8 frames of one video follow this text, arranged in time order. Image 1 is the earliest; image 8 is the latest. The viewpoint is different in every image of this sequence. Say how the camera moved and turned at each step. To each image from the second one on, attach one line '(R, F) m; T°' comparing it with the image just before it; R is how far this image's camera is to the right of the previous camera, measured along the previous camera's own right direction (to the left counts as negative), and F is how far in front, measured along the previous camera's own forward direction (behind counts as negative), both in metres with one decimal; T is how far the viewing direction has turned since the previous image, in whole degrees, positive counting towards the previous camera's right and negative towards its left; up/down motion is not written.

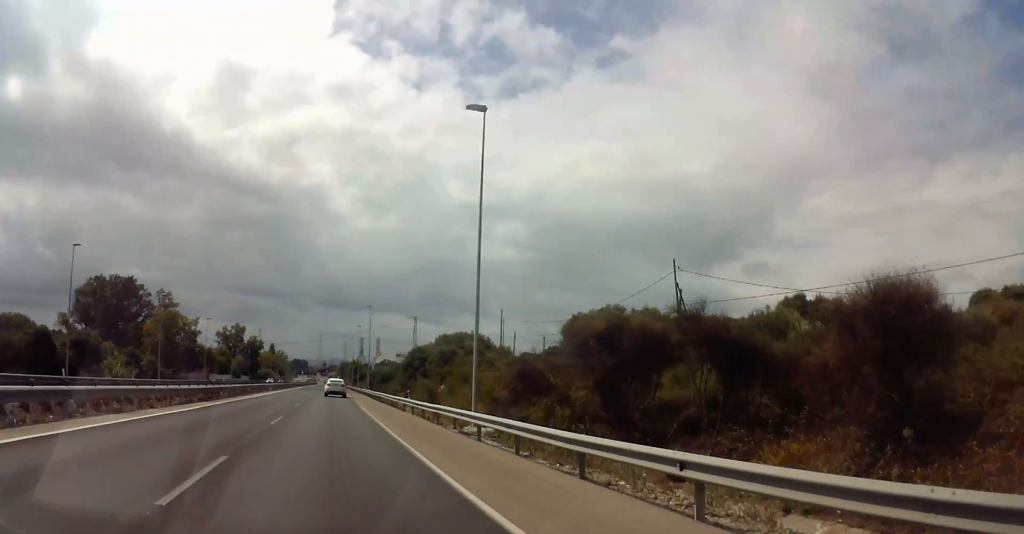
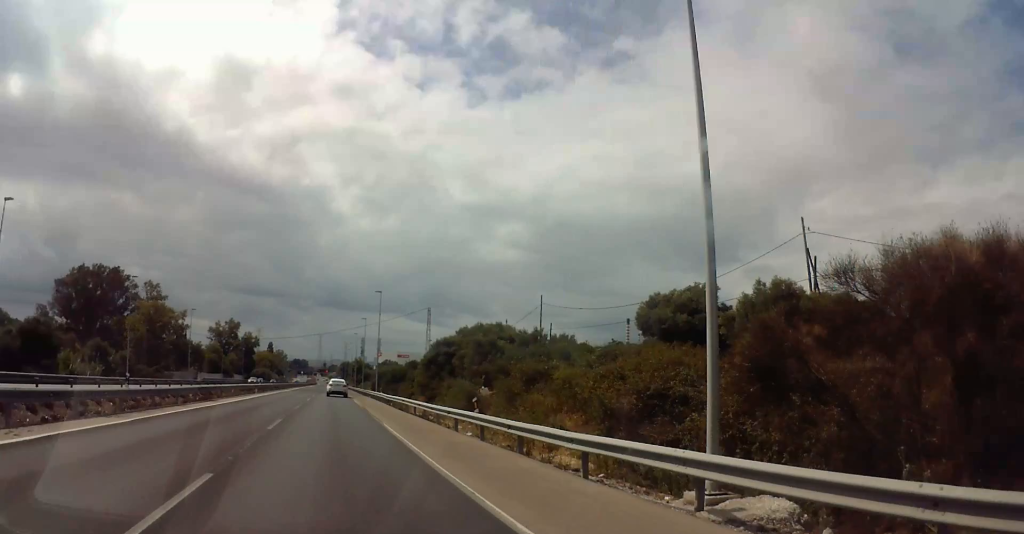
(+0.1, +15.9) m; 0°
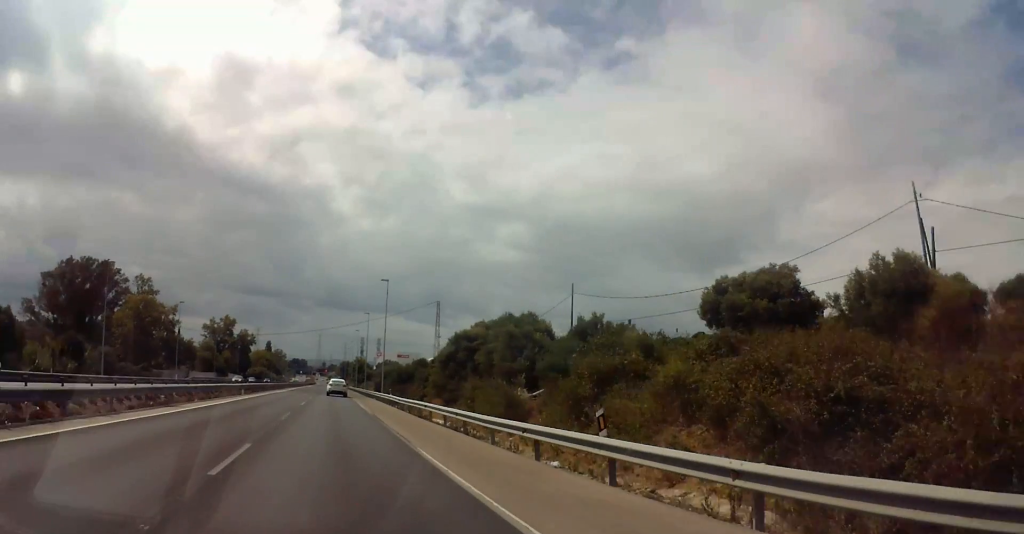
(0.0, +10.3) m; 0°
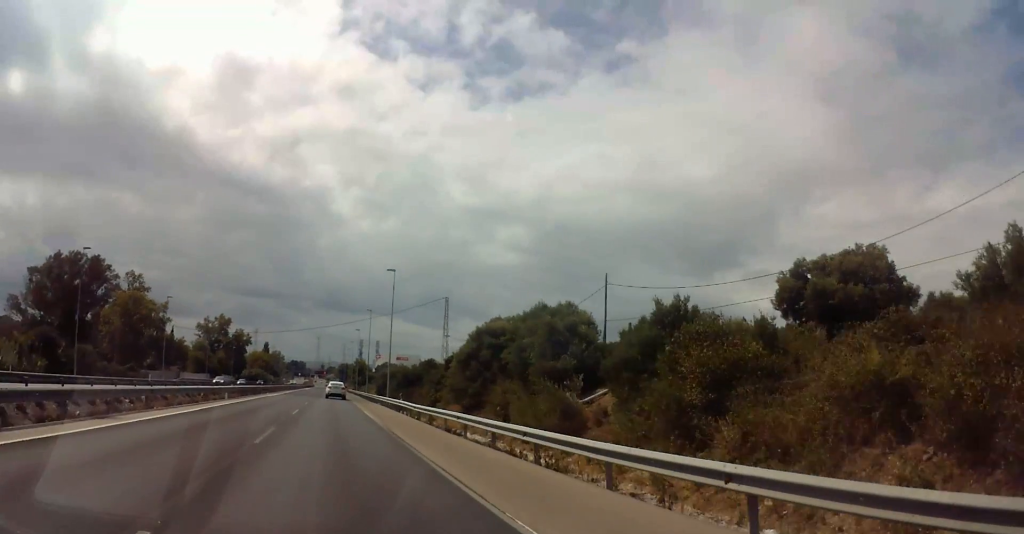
(0.0, +7.9) m; 0°
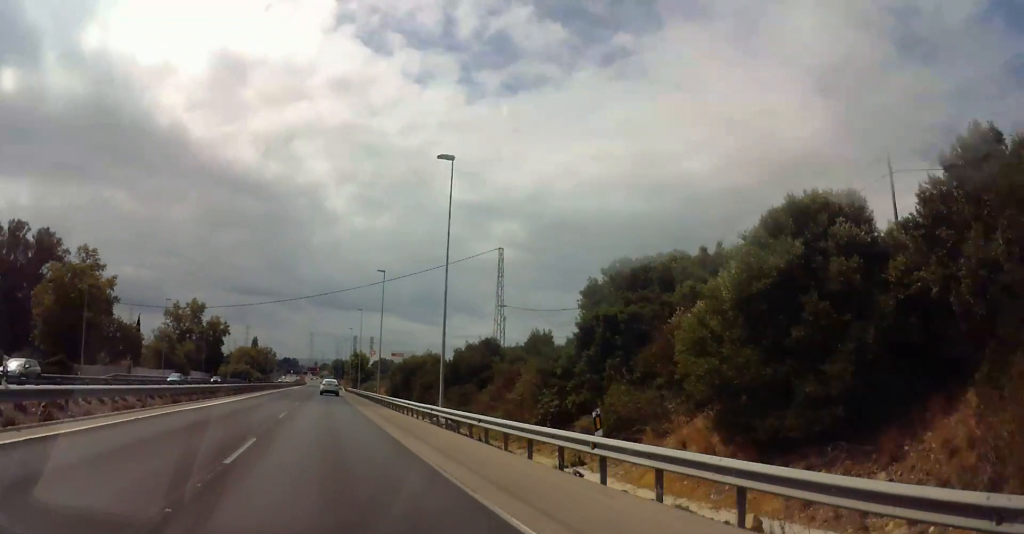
(-0.1, +31.8) m; 0°
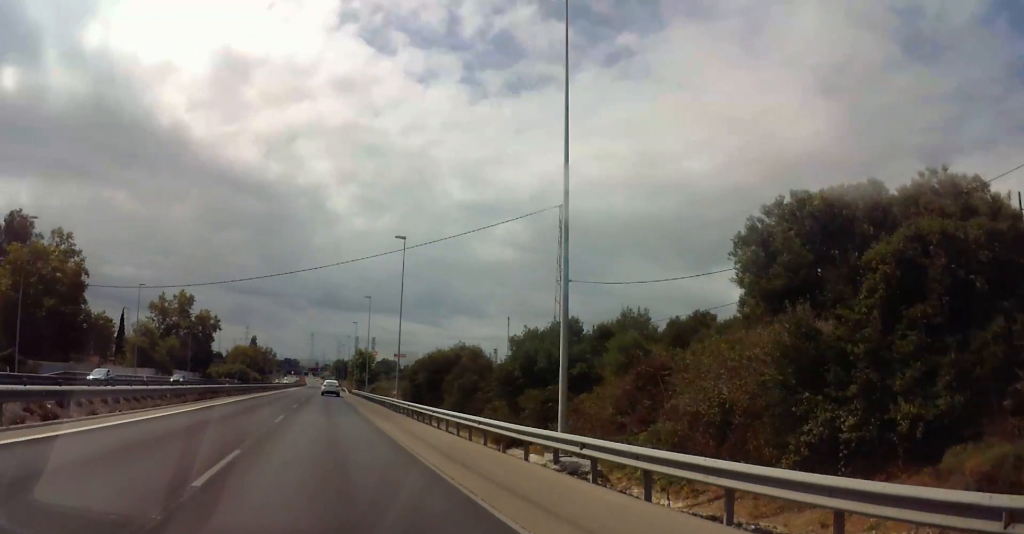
(-0.2, +15.1) m; +1°
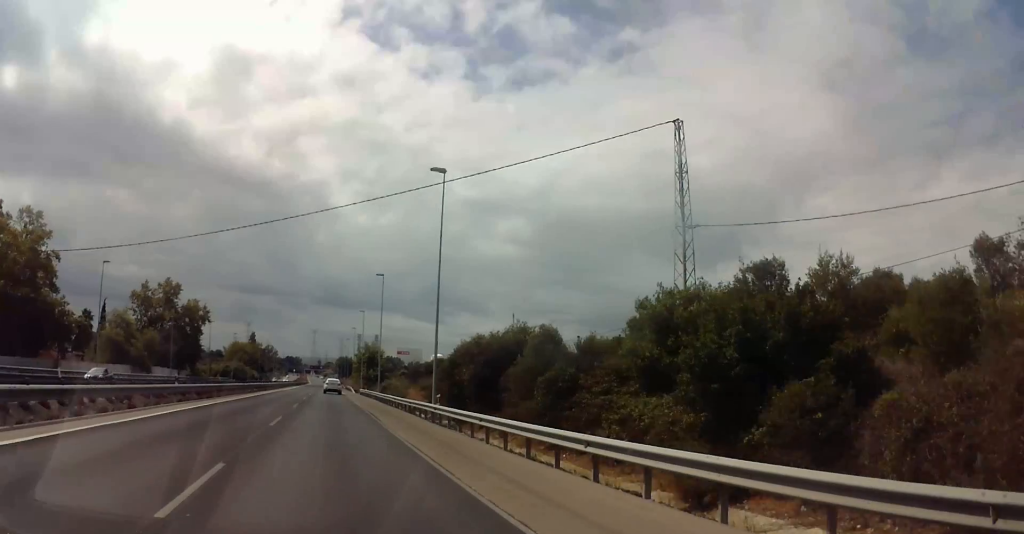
(+0.3, +16.0) m; 0°
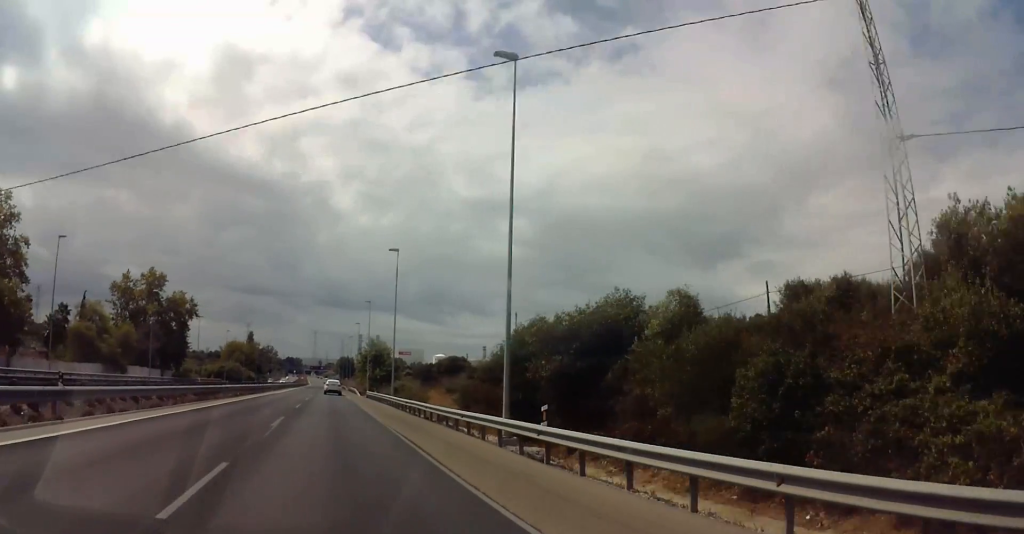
(-0.1, +13.5) m; 0°
